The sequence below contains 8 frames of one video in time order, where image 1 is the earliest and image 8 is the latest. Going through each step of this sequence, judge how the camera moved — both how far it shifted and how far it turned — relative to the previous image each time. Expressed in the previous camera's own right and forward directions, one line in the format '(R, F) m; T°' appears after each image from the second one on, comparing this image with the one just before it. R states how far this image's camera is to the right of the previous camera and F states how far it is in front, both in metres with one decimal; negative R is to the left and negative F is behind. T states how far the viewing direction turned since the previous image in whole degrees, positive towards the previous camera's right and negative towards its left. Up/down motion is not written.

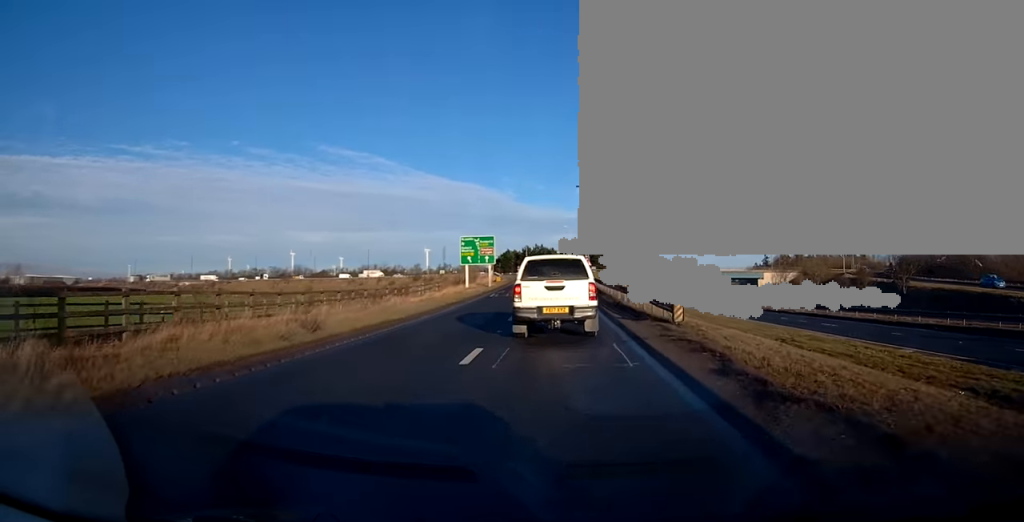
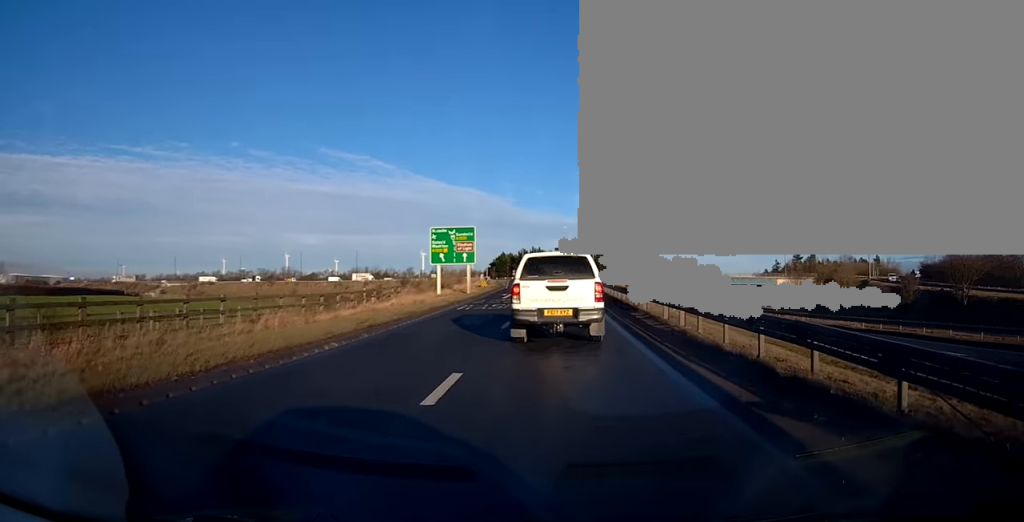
(0.0, +12.2) m; 0°
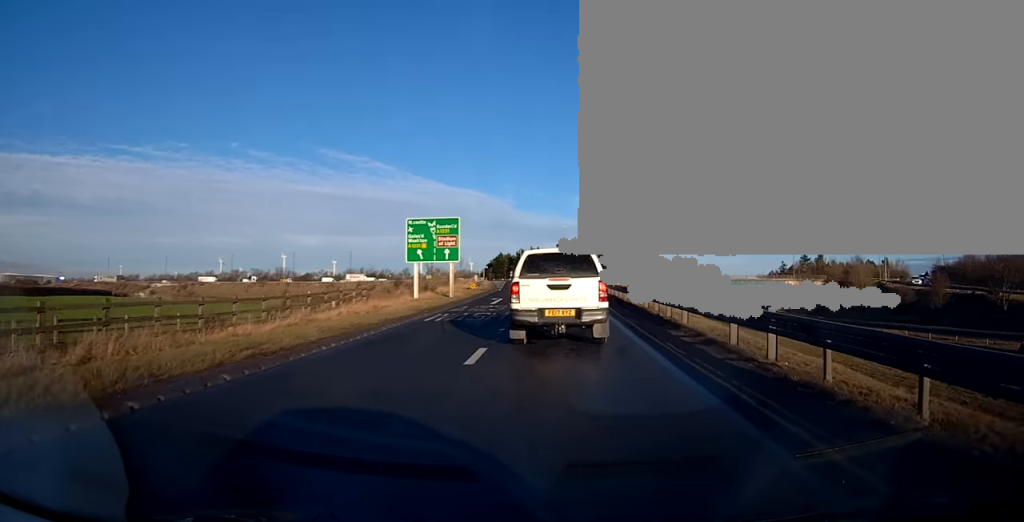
(0.0, +6.1) m; 0°
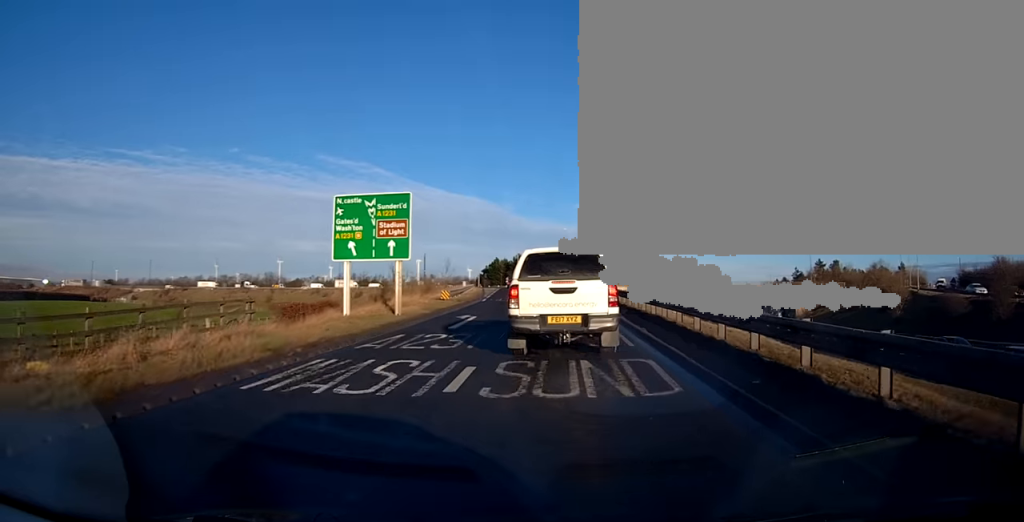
(0.0, +11.7) m; -1°
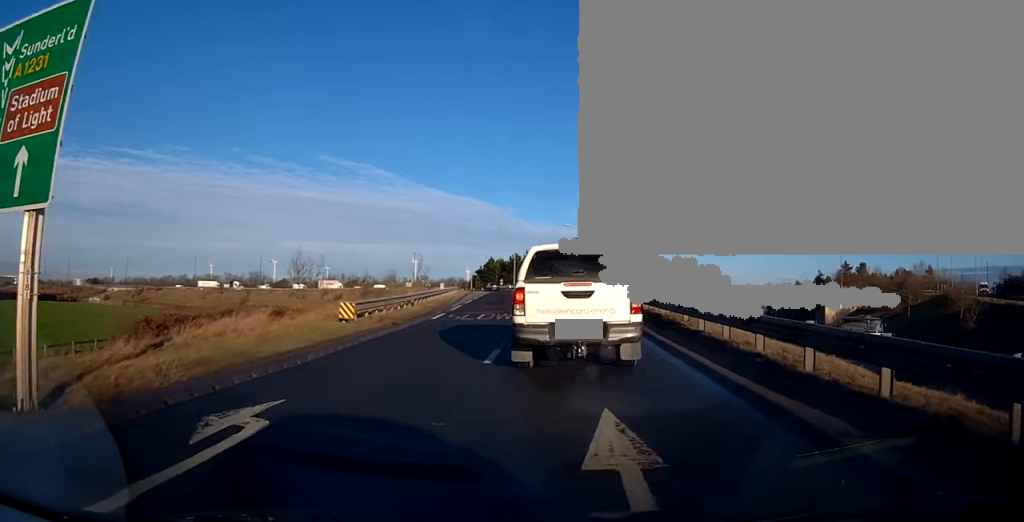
(-0.2, +16.5) m; -1°
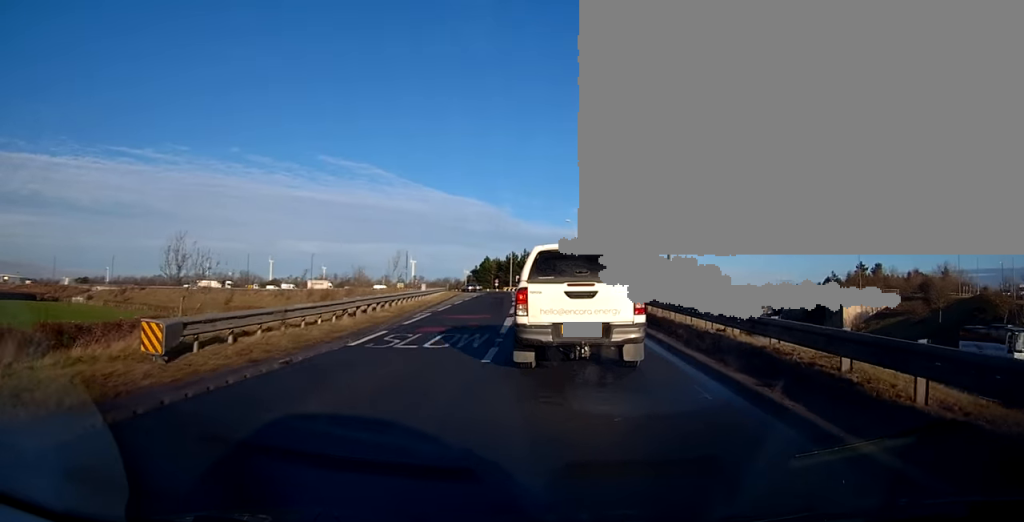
(0.0, +9.5) m; 0°
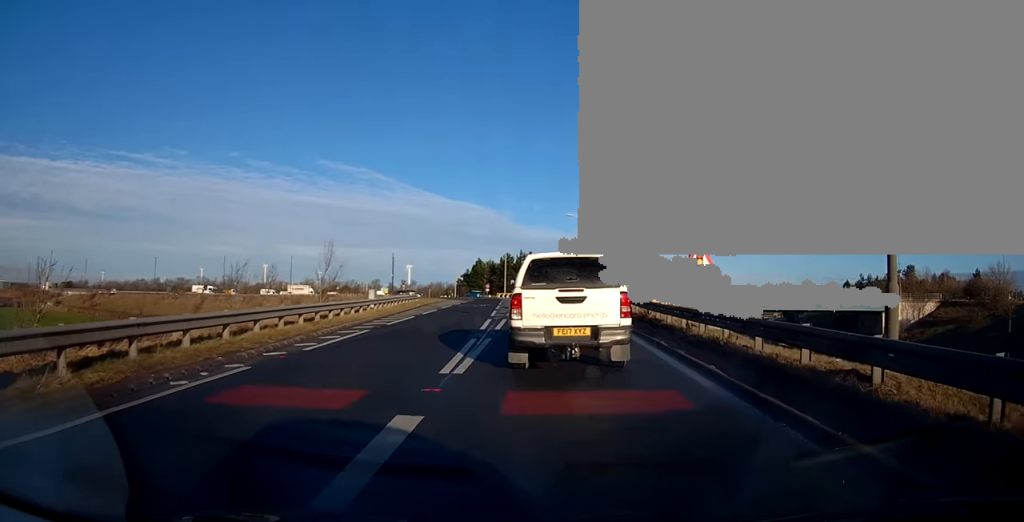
(+0.1, +15.5) m; -1°
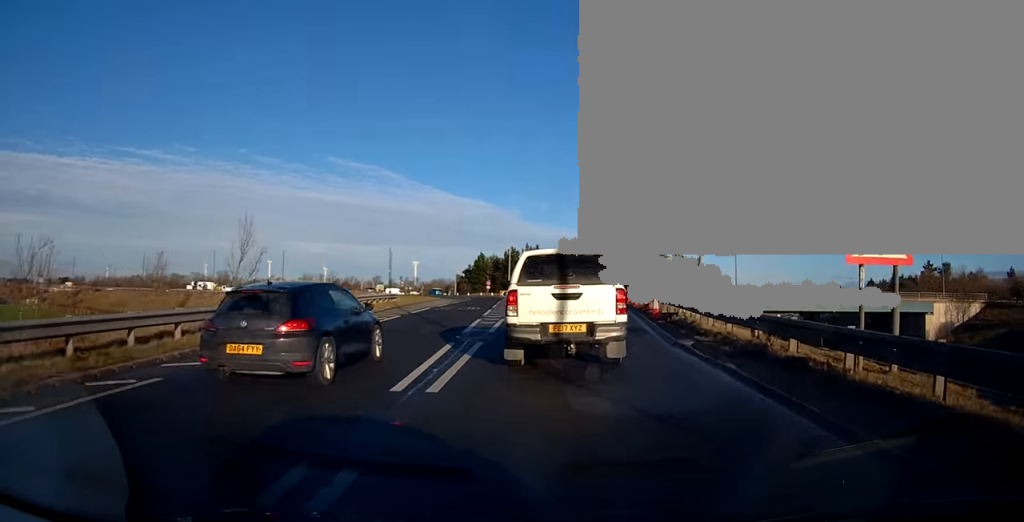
(-0.3, +9.7) m; -4°
